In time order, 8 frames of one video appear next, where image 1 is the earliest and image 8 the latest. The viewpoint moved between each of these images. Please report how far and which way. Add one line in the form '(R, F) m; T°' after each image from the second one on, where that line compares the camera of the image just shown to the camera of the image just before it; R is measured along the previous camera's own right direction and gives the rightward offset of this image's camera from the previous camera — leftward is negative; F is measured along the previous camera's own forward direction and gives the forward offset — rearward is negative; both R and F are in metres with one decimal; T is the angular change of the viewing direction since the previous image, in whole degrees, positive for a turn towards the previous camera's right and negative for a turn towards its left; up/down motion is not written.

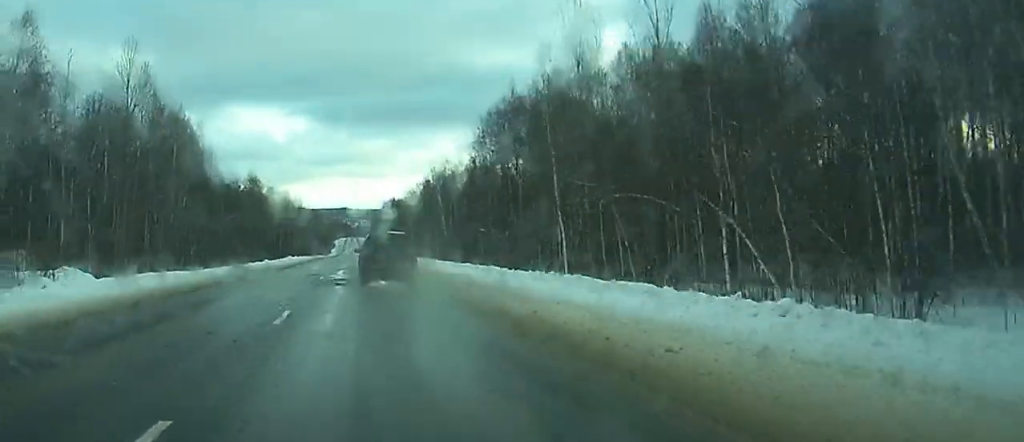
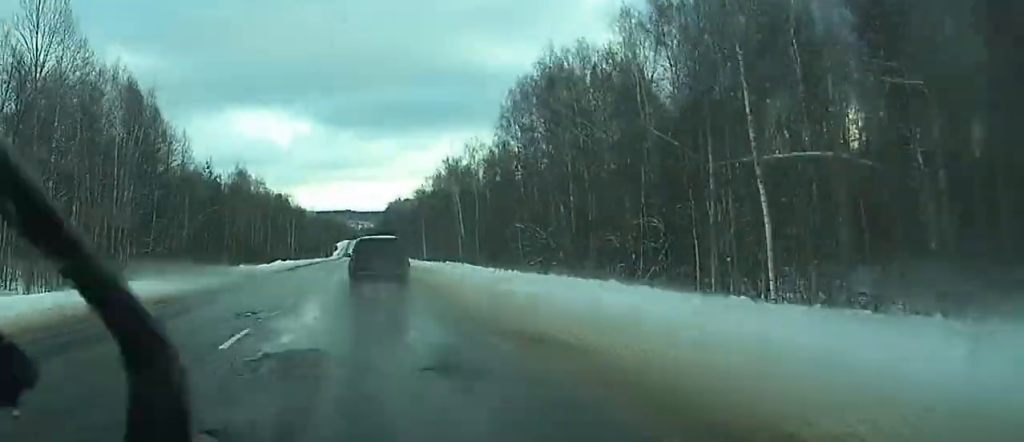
(+0.1, +27.1) m; 0°
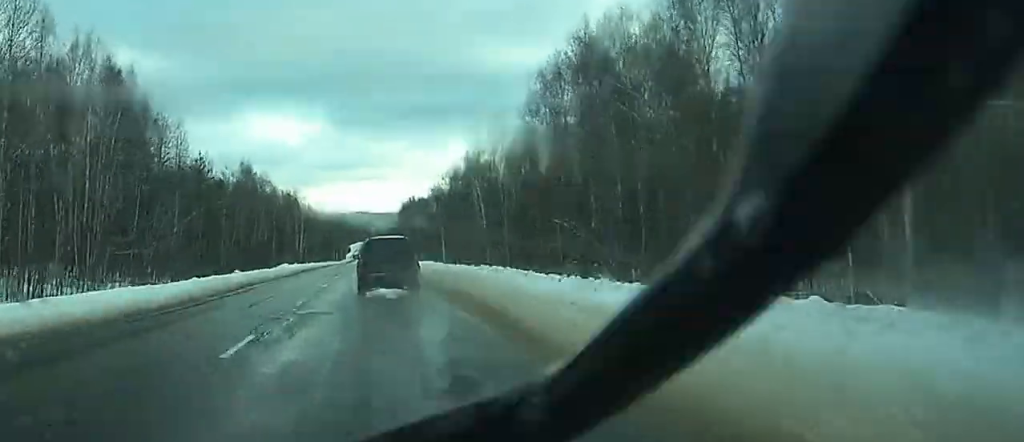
(0.0, +12.6) m; 0°
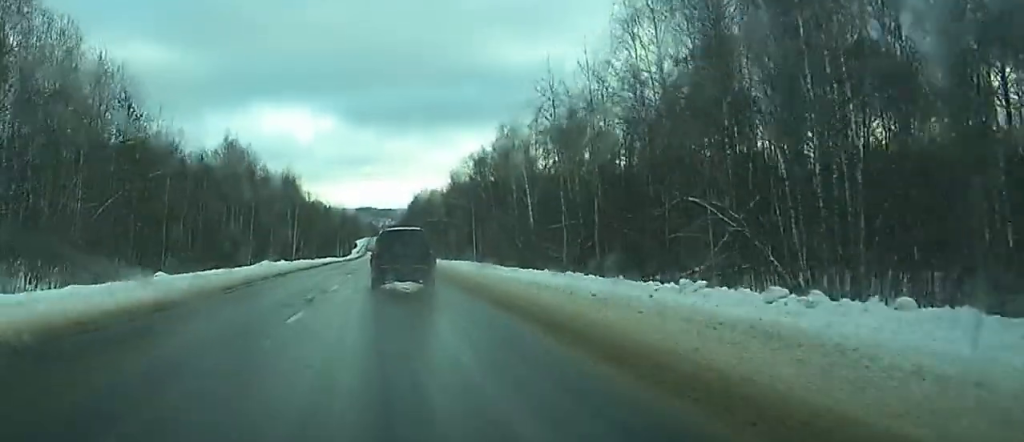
(0.0, +33.2) m; +1°
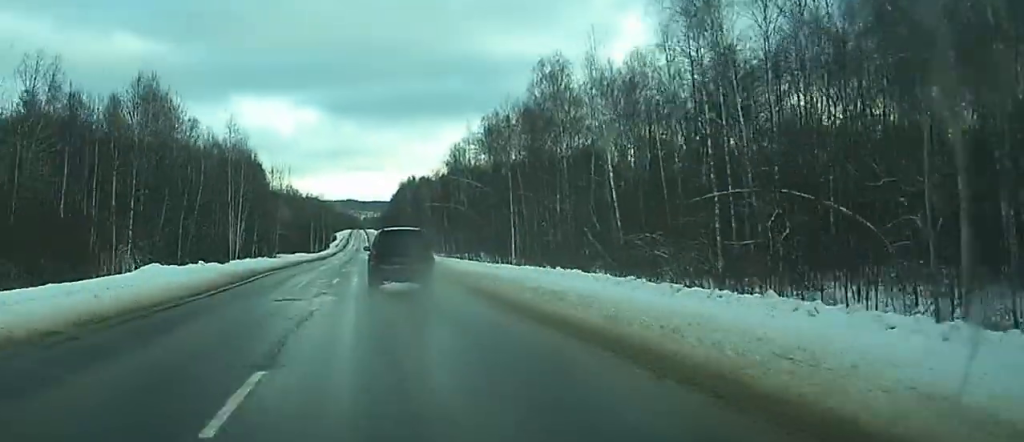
(+0.5, +43.1) m; +1°
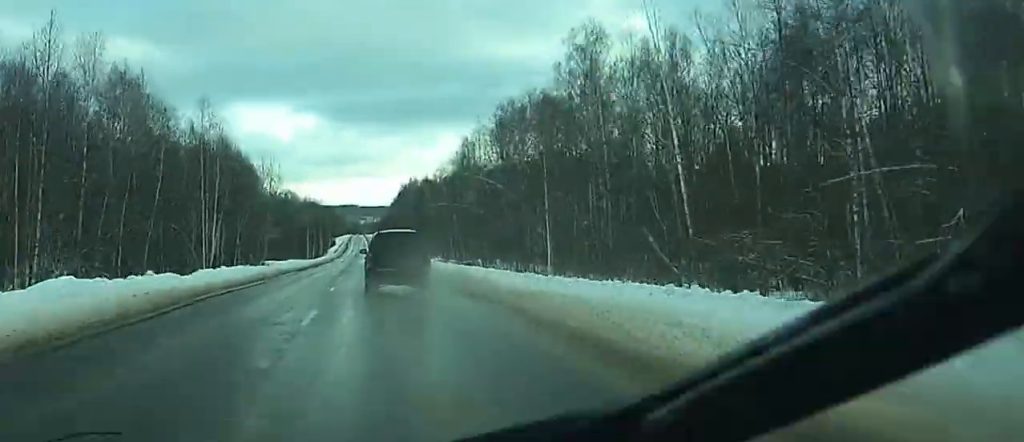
(0.0, +14.5) m; 0°
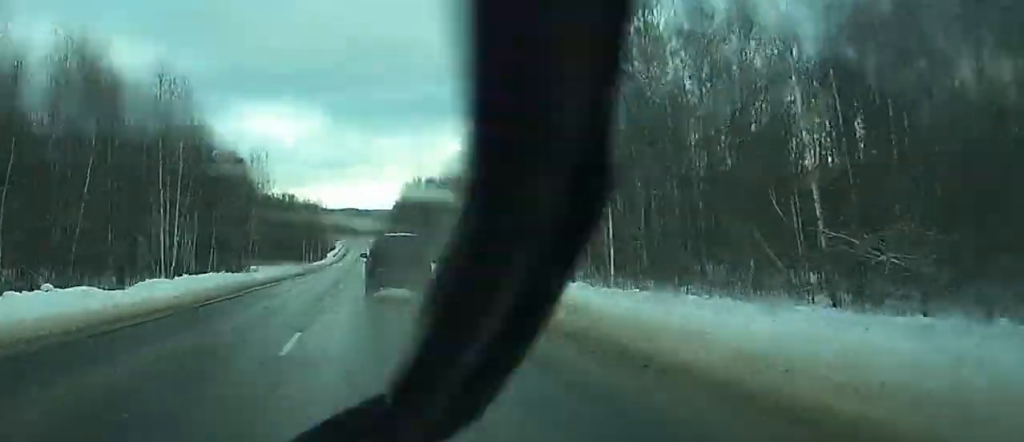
(0.0, +14.9) m; 0°
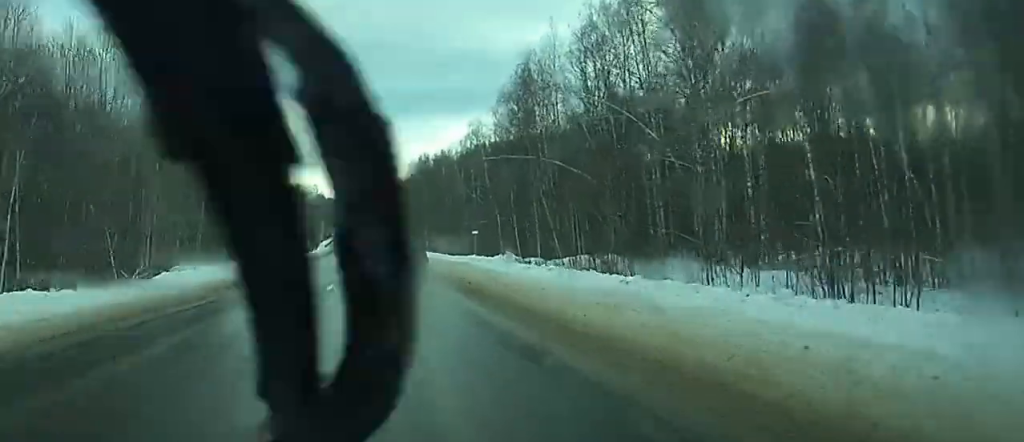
(-0.1, +38.8) m; 0°
